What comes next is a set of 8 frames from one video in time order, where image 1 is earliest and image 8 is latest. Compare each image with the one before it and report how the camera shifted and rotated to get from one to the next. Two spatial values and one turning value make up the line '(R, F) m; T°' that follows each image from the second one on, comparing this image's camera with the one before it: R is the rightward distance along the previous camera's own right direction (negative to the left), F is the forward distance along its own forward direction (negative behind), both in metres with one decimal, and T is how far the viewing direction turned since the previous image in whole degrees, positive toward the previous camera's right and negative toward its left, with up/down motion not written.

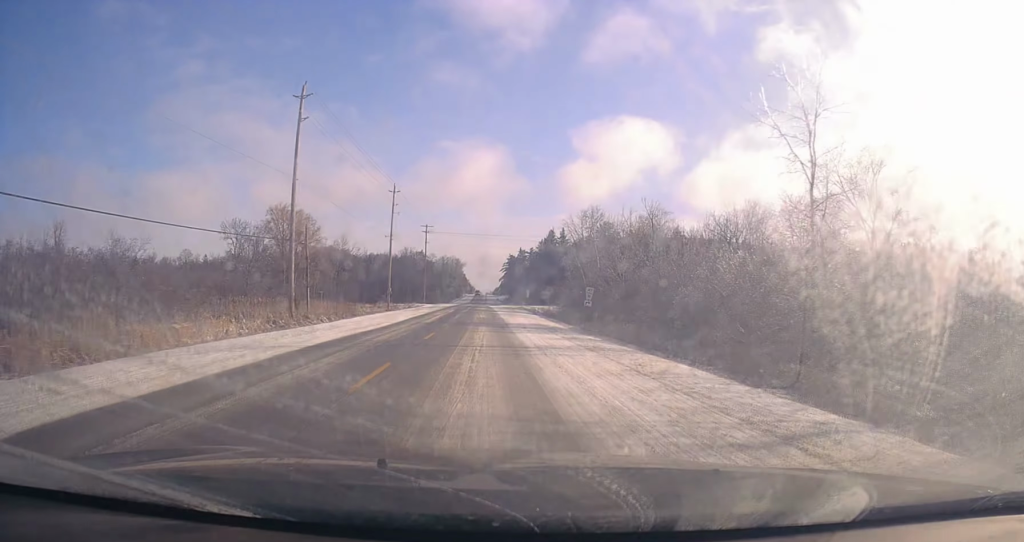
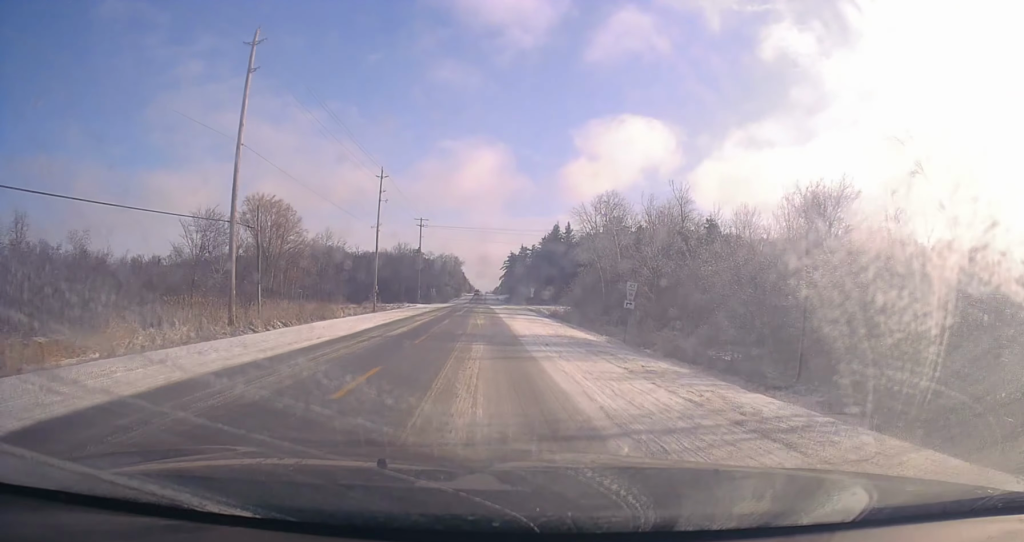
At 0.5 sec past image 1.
(0.0, +10.0) m; 0°
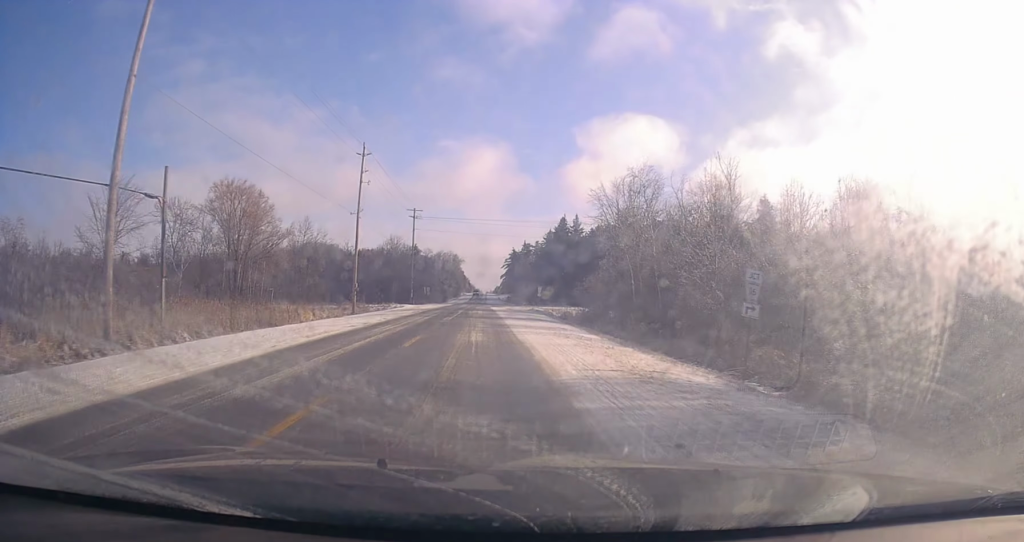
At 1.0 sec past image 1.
(0.0, +11.8) m; 0°
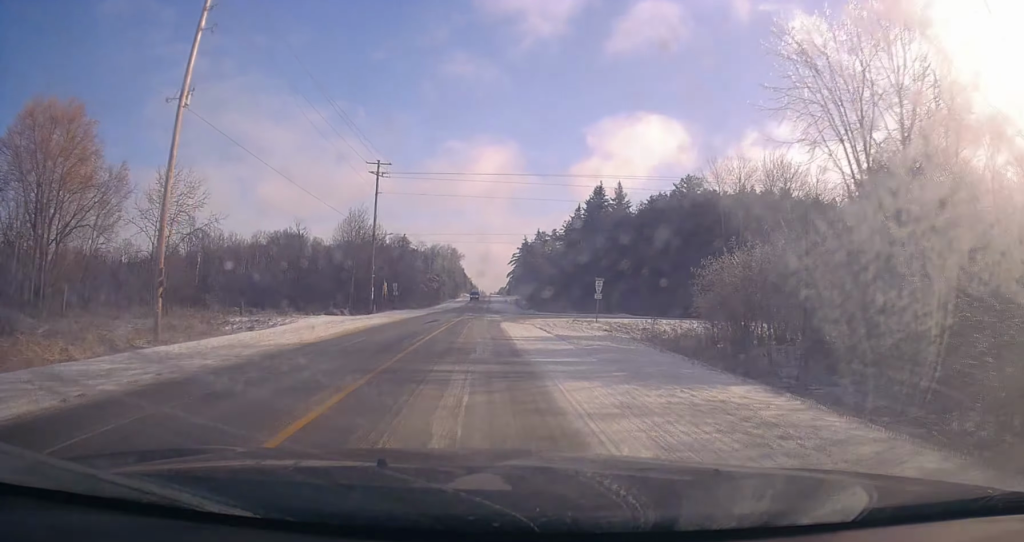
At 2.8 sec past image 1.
(+0.3, +39.2) m; +1°
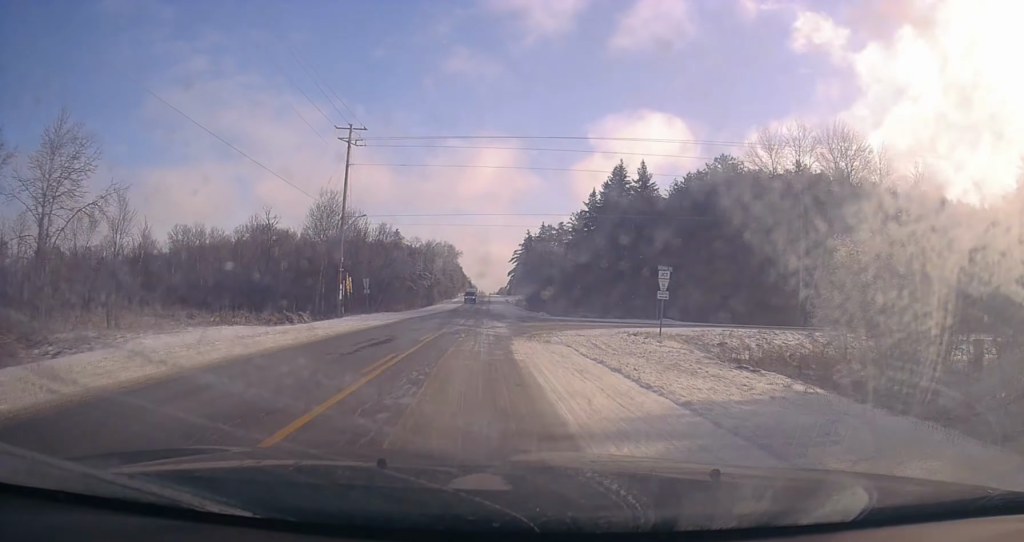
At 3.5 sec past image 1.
(0.0, +14.8) m; 0°
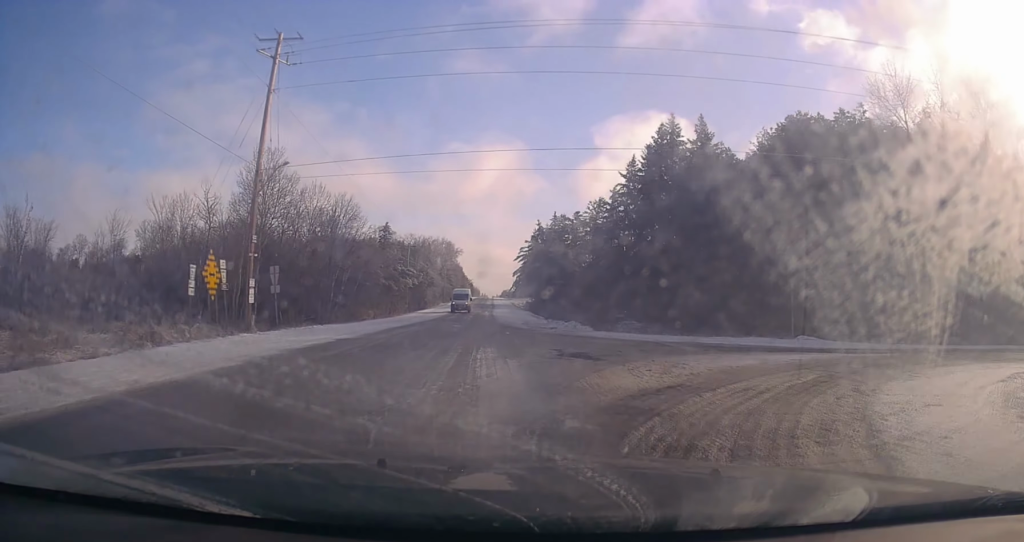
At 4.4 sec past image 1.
(-0.1, +20.8) m; -1°
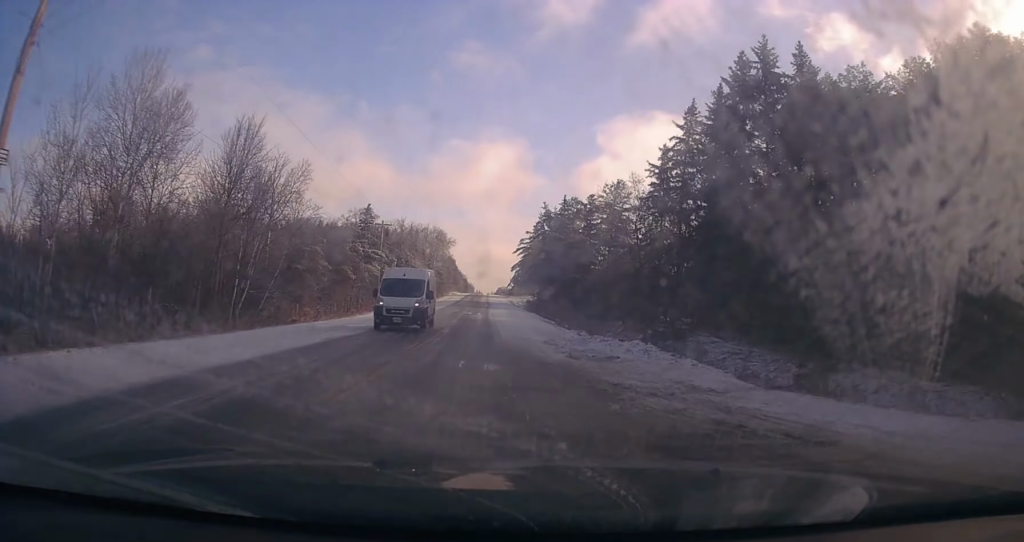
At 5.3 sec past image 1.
(-0.4, +20.2) m; 0°
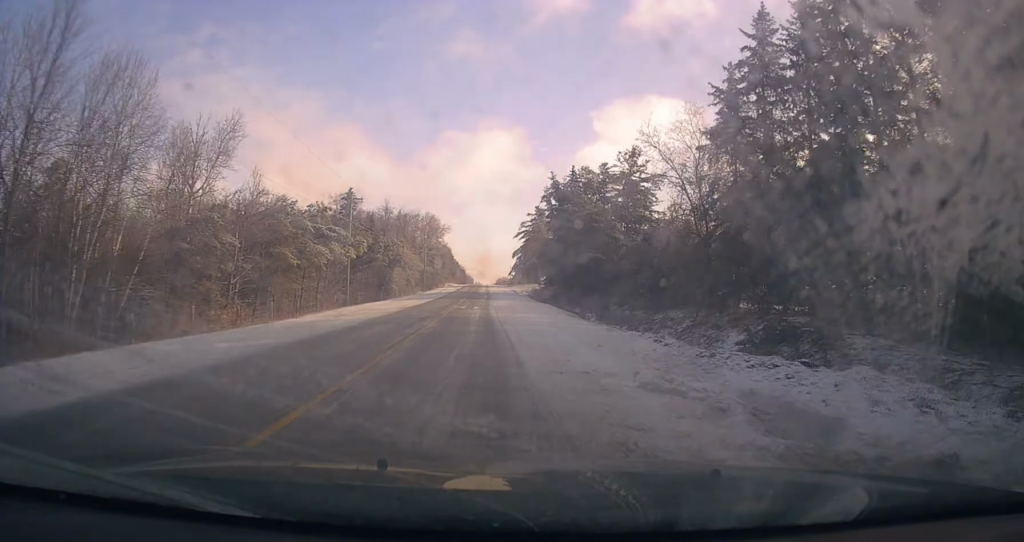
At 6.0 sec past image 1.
(+0.2, +14.6) m; 0°
